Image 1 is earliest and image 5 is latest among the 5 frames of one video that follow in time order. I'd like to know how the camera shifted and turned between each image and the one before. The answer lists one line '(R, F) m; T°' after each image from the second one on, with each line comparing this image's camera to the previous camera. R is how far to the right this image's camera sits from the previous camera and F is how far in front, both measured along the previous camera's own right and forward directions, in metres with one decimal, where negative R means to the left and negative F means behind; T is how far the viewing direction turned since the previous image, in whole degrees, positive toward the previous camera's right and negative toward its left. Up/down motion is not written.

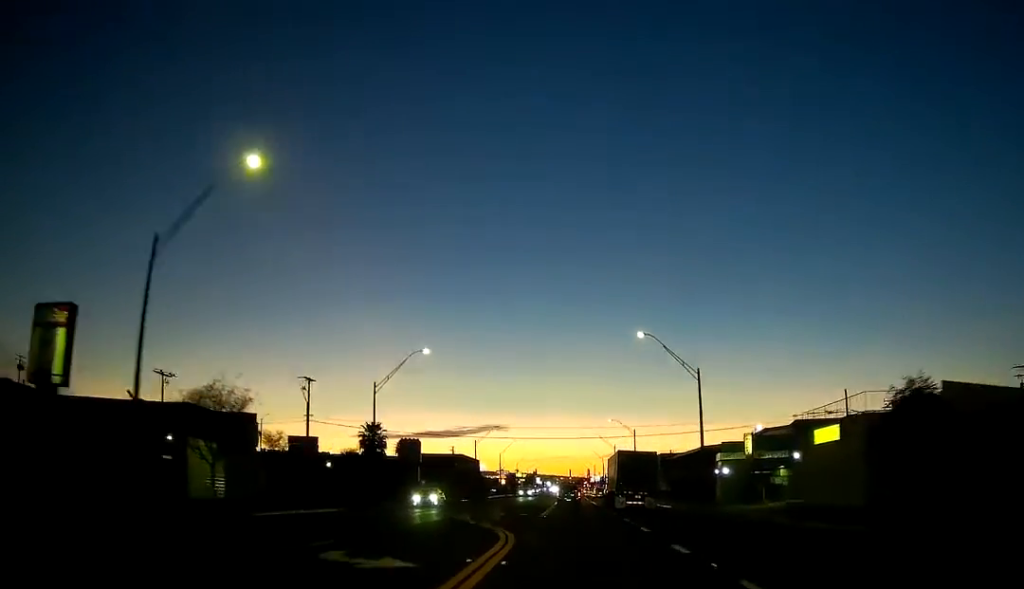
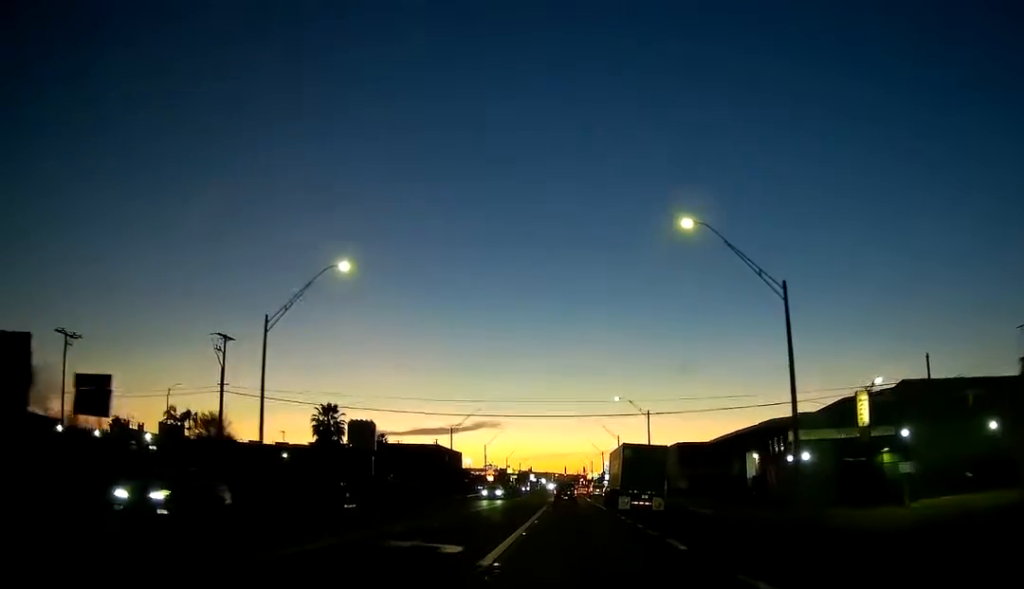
(+0.2, +21.7) m; +1°
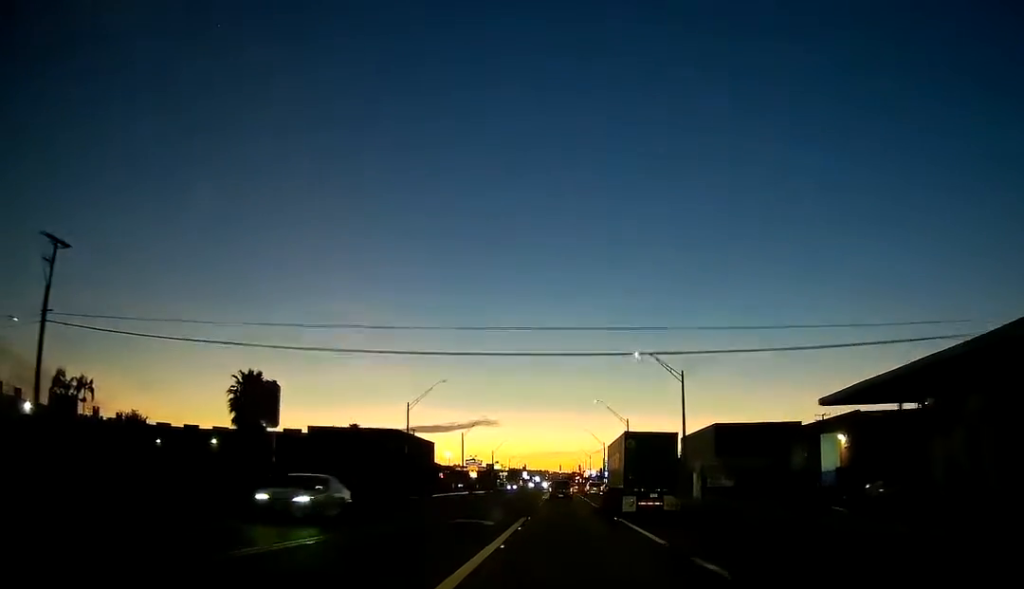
(+0.1, +25.9) m; 0°
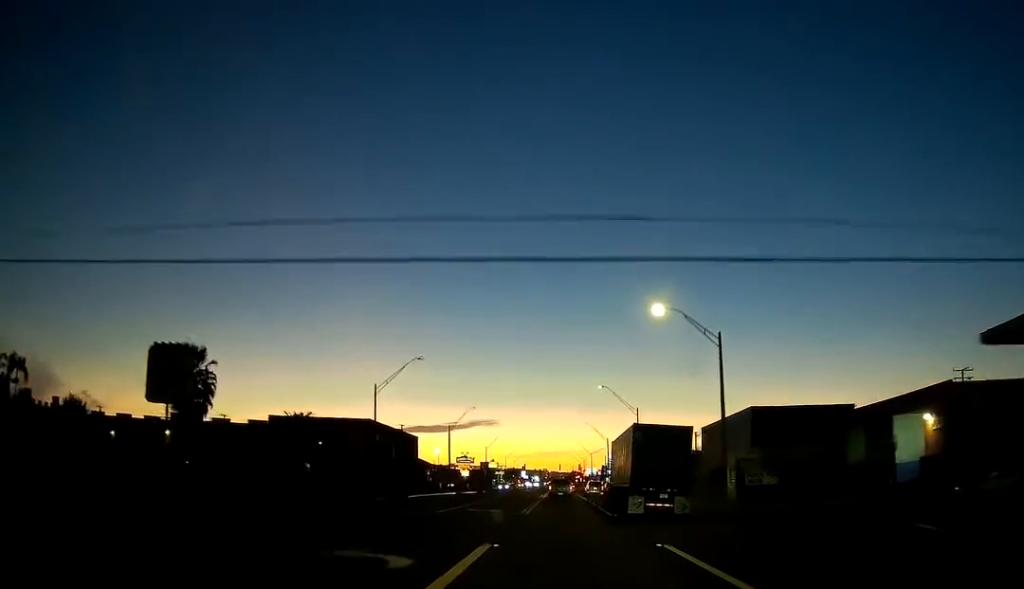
(0.0, +13.8) m; 0°
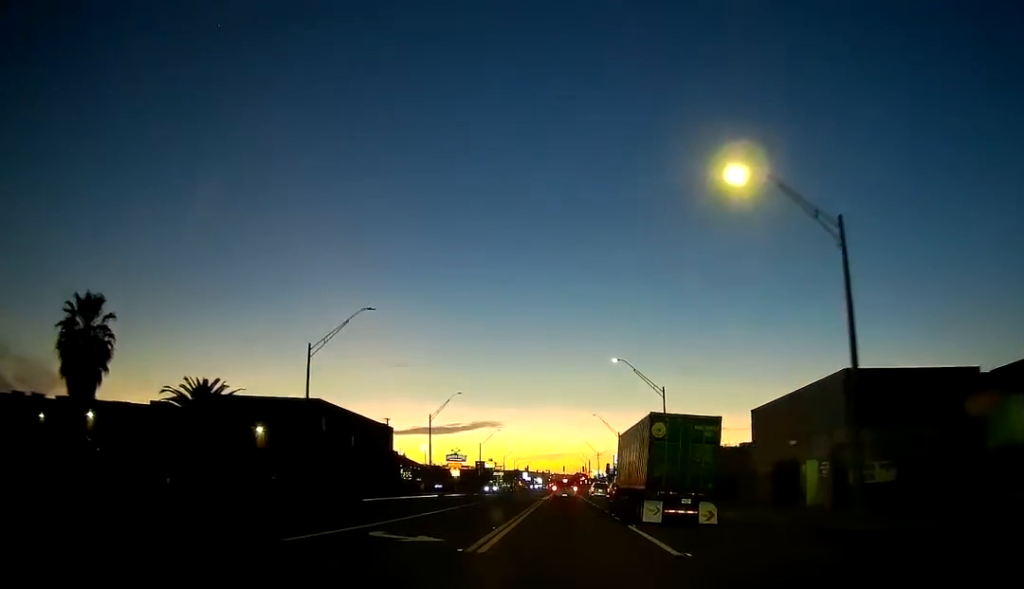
(0.0, +18.6) m; -1°
